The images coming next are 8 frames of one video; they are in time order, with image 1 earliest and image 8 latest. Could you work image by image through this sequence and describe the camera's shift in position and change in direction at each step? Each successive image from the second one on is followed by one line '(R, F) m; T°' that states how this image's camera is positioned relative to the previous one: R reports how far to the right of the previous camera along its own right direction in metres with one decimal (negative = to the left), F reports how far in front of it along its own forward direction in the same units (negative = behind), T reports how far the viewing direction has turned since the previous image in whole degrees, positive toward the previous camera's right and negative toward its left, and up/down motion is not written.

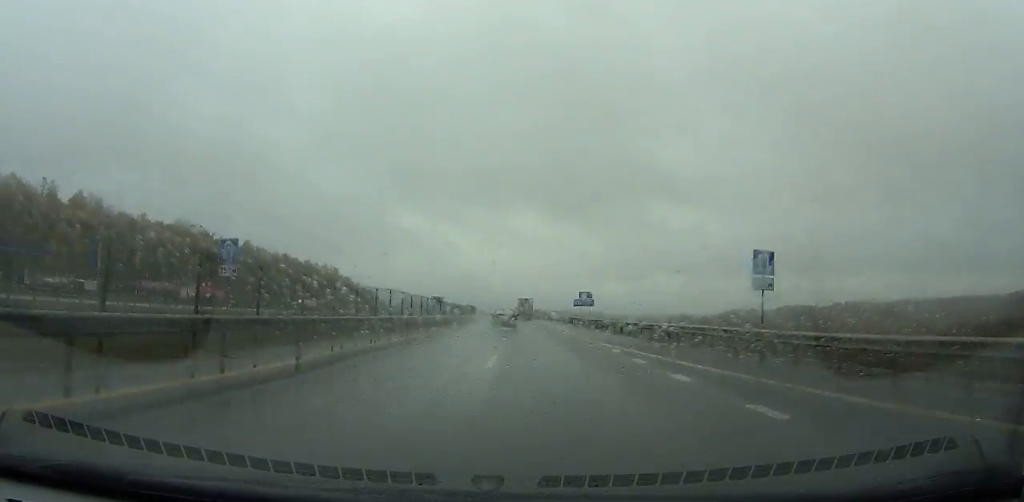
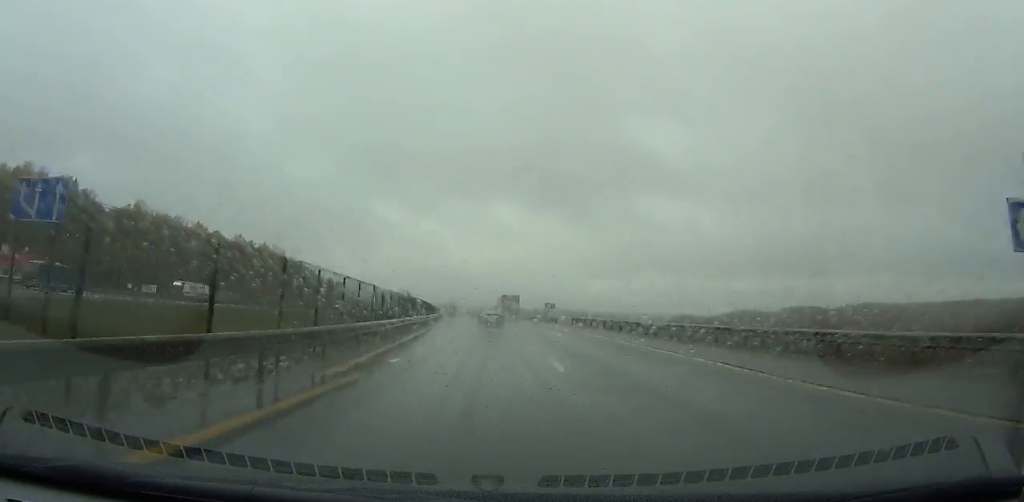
(+0.3, +72.2) m; 0°
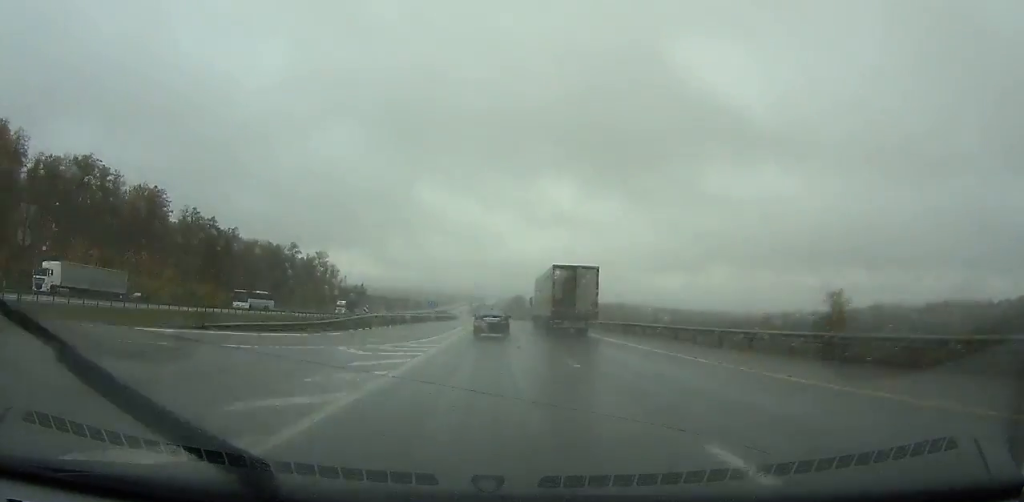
(-7.4, +208.0) m; -5°
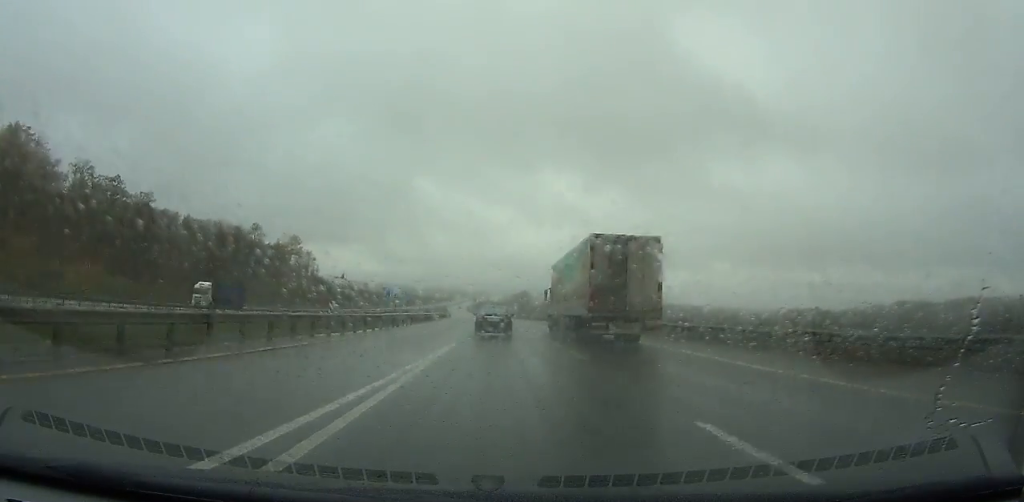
(-0.6, +47.5) m; -1°
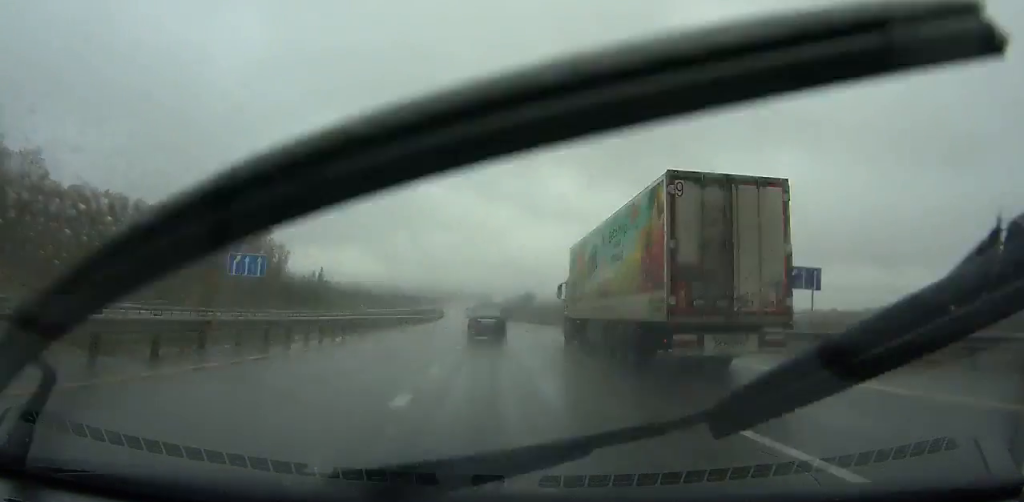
(0.0, +36.4) m; -1°
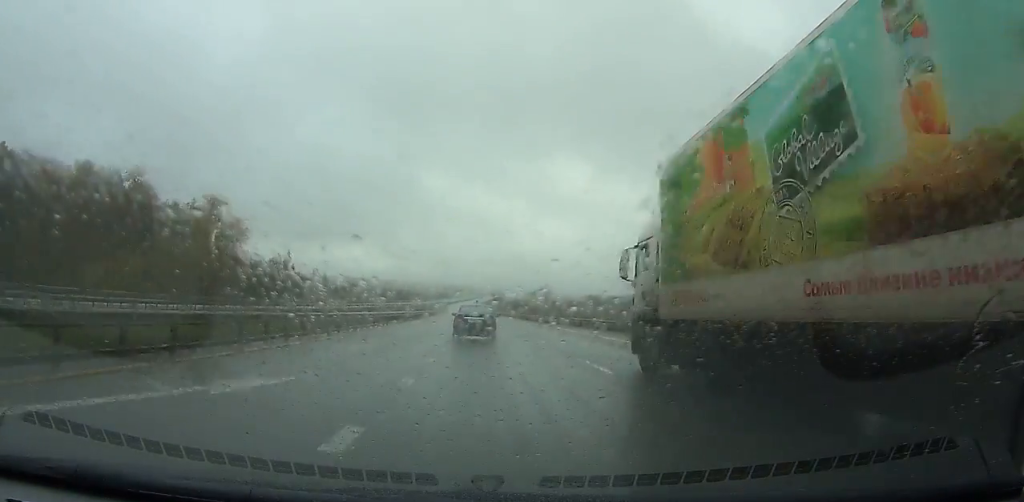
(-0.7, +50.6) m; -1°
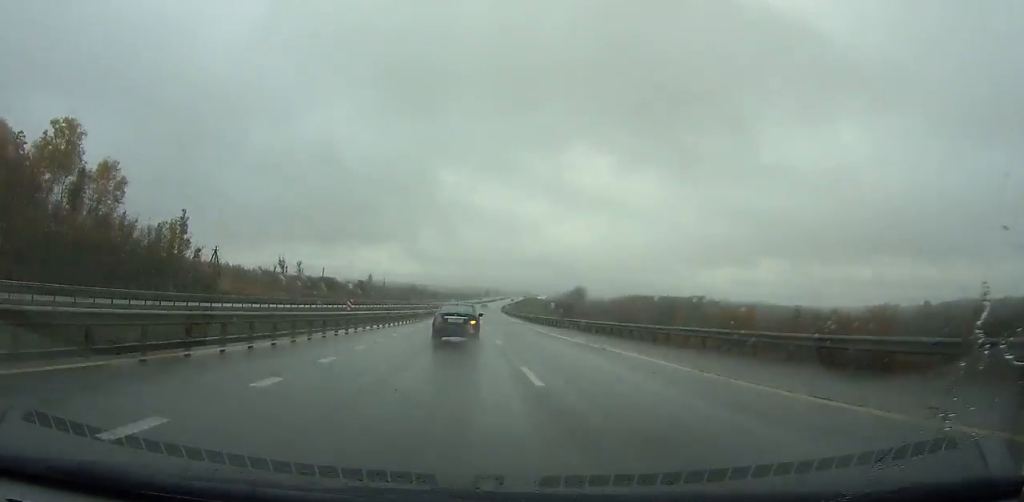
(-1.3, +72.8) m; -2°
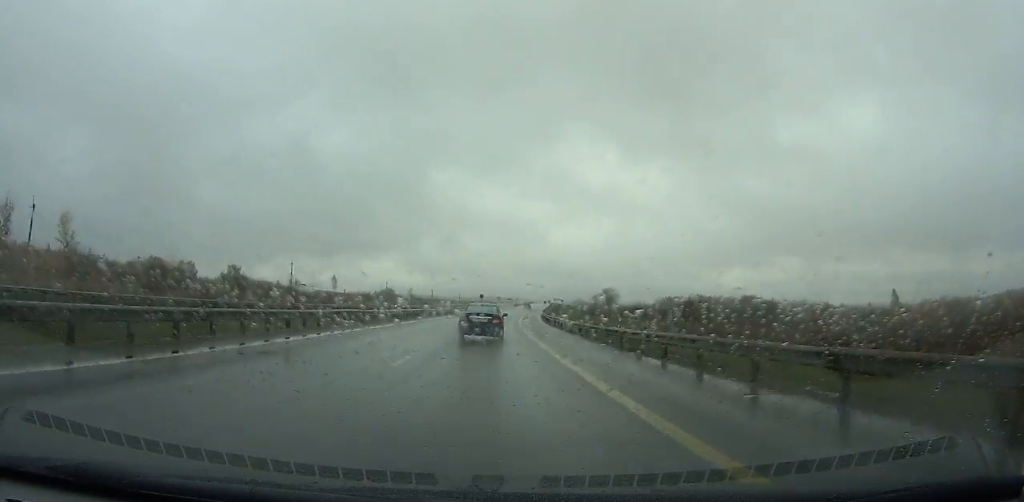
(-3.0, +127.6) m; -1°
